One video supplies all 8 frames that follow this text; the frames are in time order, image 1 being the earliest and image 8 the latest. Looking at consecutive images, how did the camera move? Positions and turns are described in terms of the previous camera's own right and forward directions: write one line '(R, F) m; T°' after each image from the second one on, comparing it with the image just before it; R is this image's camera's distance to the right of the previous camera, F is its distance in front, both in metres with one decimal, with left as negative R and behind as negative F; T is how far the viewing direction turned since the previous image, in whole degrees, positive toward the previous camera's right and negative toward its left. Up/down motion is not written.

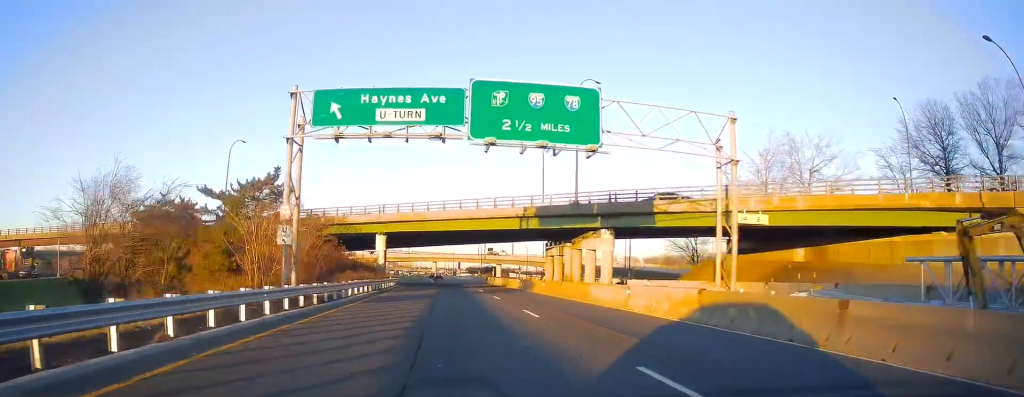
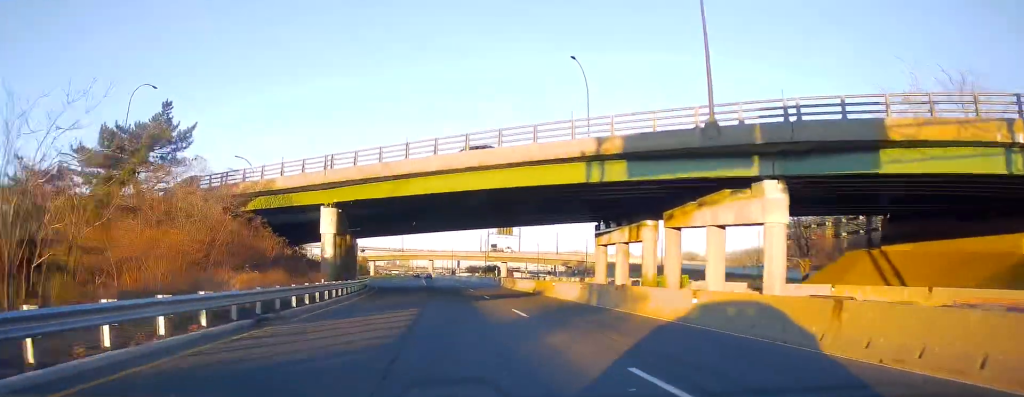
(-0.4, +24.4) m; 0°
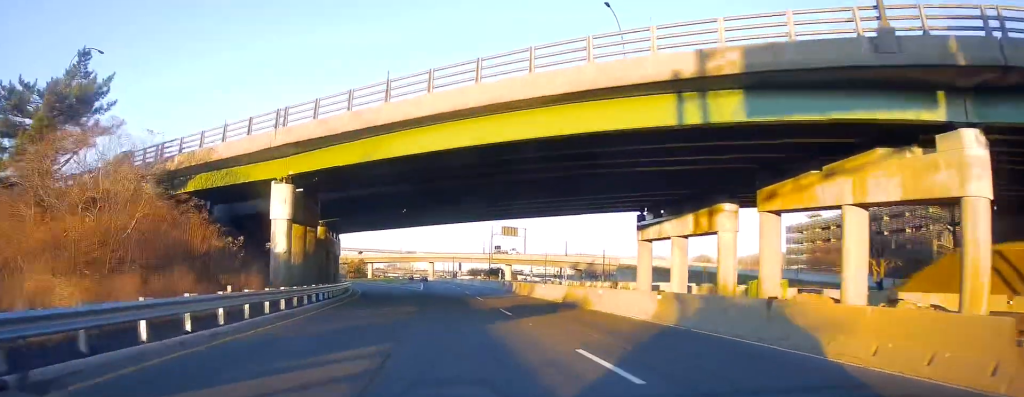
(+0.3, +10.1) m; 0°
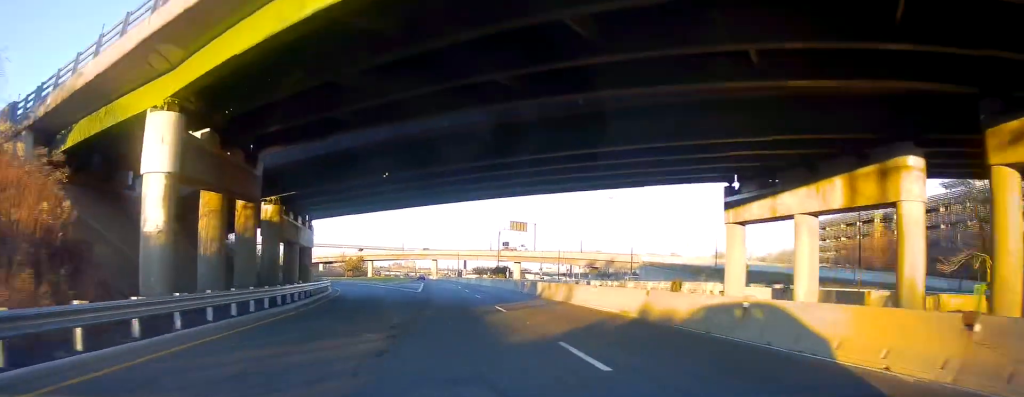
(-0.2, +11.0) m; -1°
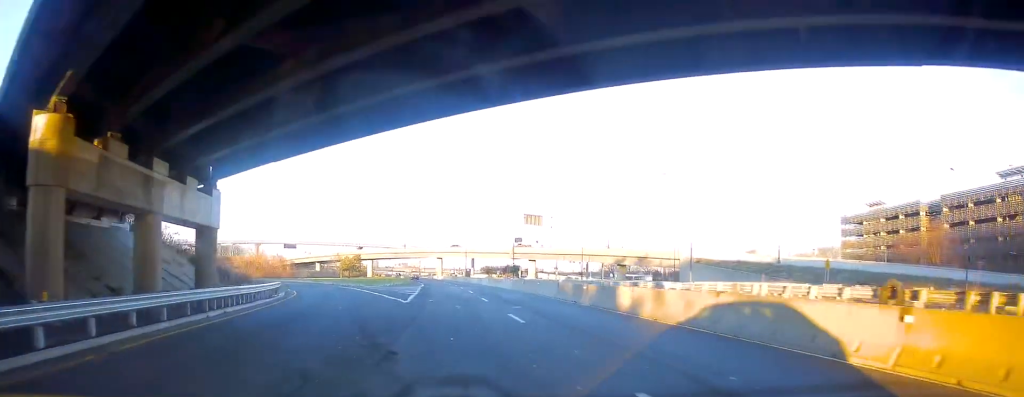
(-0.3, +17.4) m; 0°
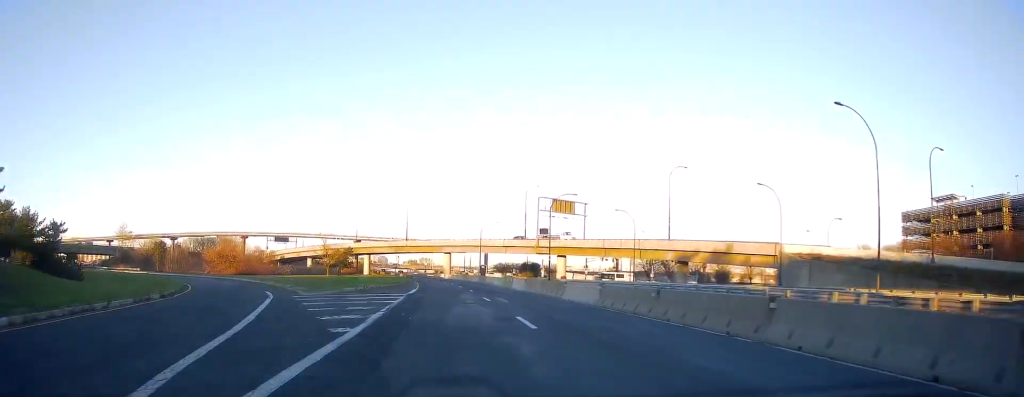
(+0.6, +25.9) m; 0°
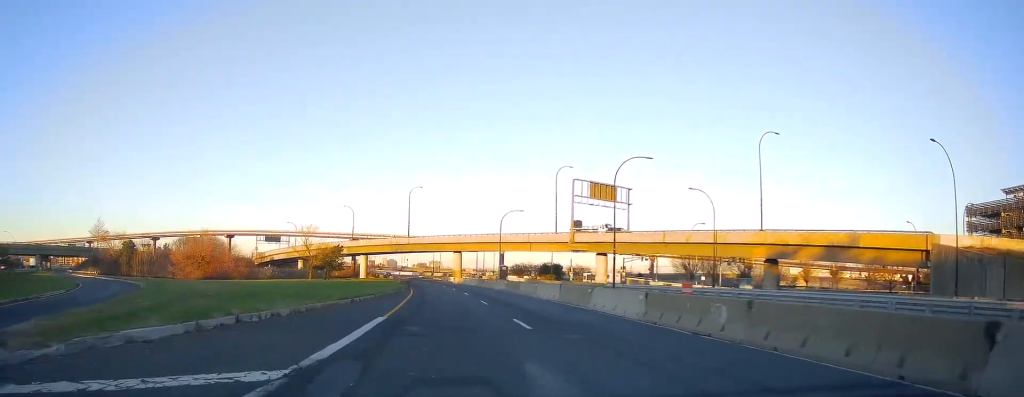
(-0.9, +23.6) m; -3°
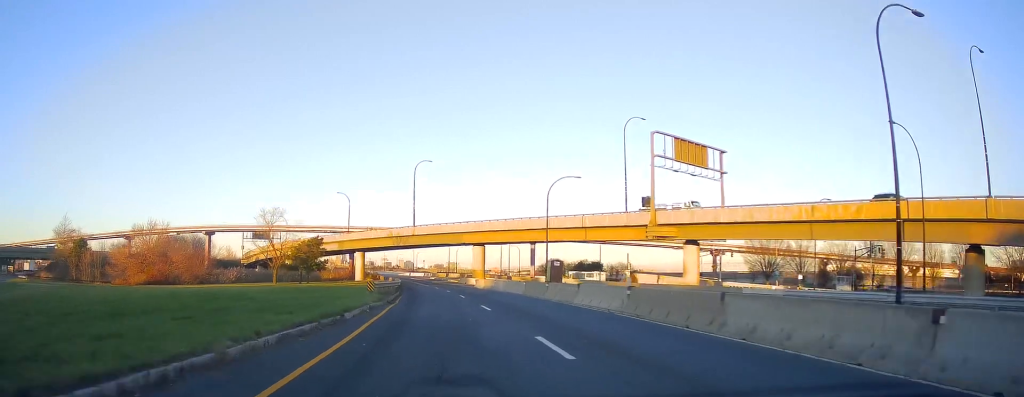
(0.0, +29.7) m; -1°
